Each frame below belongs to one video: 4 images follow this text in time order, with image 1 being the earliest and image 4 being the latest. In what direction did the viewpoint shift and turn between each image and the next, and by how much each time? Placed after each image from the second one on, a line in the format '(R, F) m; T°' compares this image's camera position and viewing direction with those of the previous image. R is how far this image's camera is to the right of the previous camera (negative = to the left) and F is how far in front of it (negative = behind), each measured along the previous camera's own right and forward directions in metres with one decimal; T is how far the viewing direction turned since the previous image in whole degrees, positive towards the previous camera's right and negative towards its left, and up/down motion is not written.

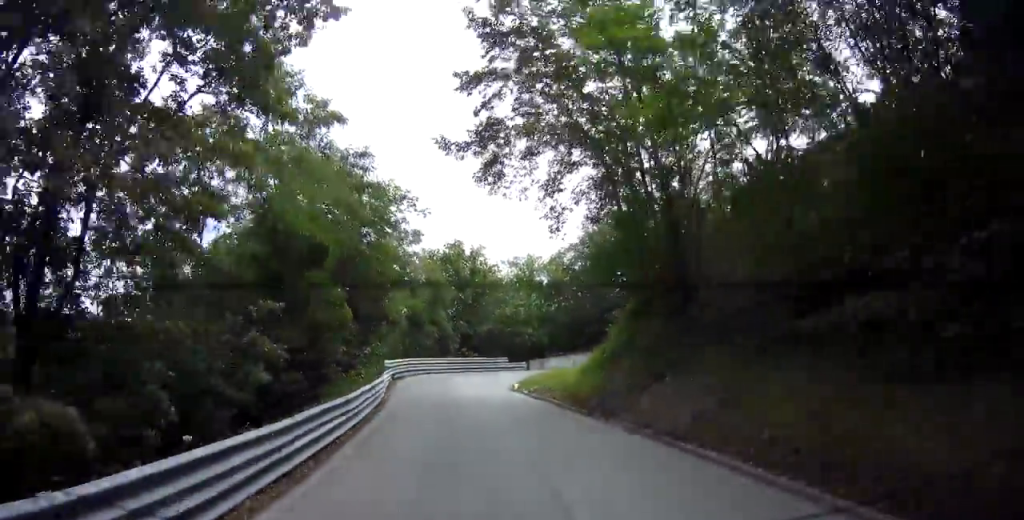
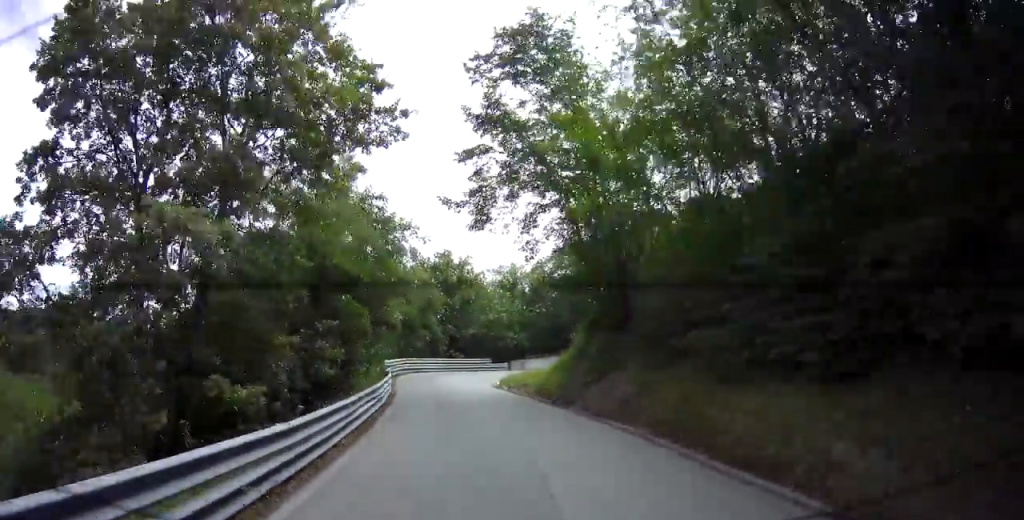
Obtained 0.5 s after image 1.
(0.0, +4.2) m; +4°
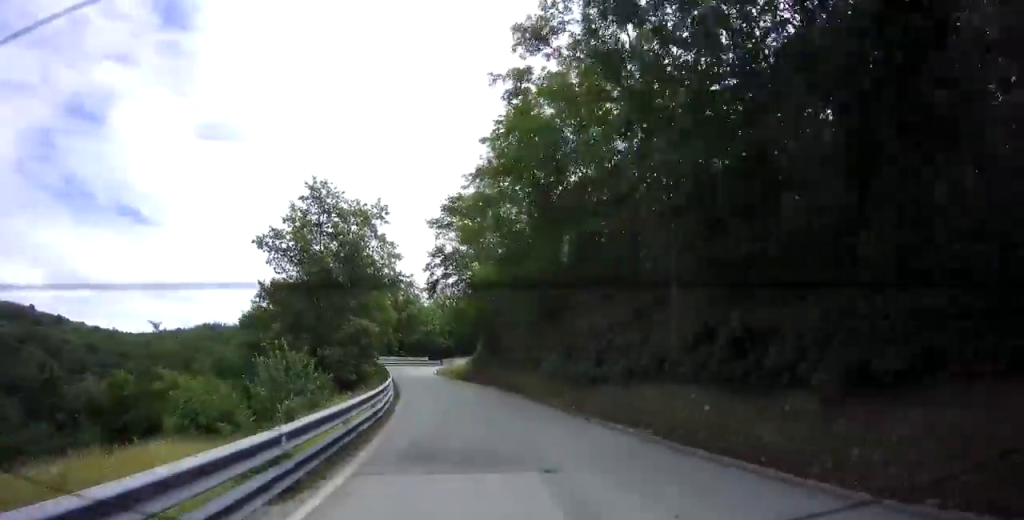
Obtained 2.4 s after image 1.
(+1.5, +18.2) m; +8°
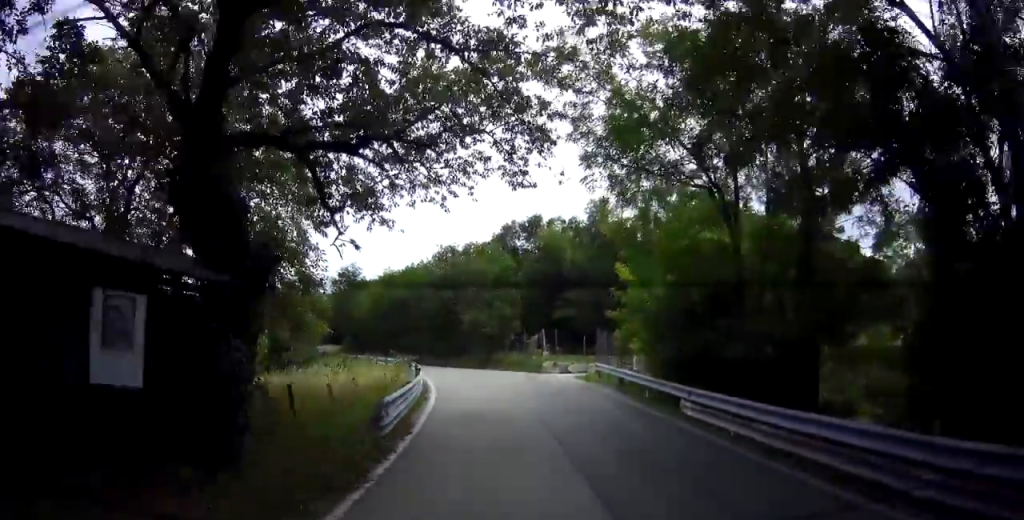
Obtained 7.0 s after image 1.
(+7.2, +33.2) m; +8°
